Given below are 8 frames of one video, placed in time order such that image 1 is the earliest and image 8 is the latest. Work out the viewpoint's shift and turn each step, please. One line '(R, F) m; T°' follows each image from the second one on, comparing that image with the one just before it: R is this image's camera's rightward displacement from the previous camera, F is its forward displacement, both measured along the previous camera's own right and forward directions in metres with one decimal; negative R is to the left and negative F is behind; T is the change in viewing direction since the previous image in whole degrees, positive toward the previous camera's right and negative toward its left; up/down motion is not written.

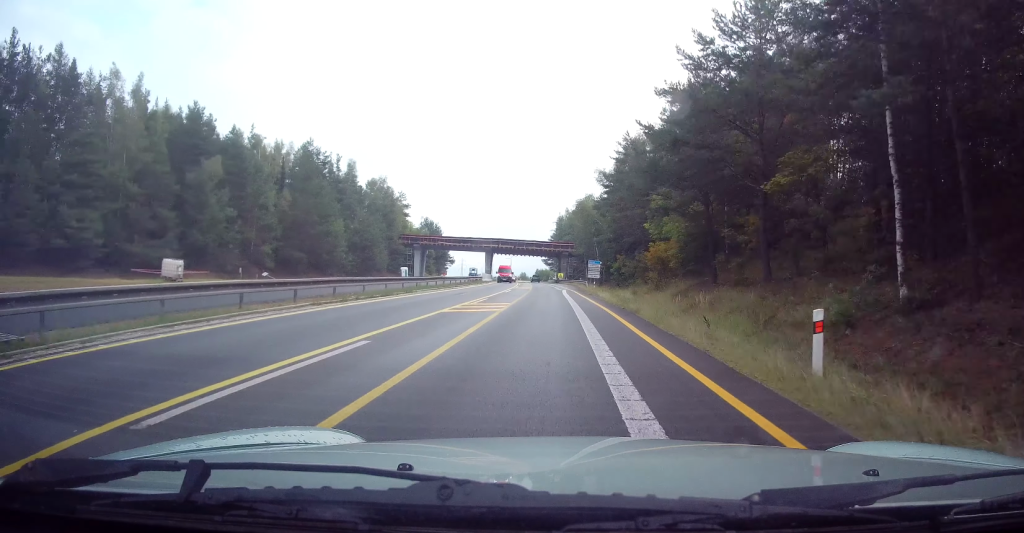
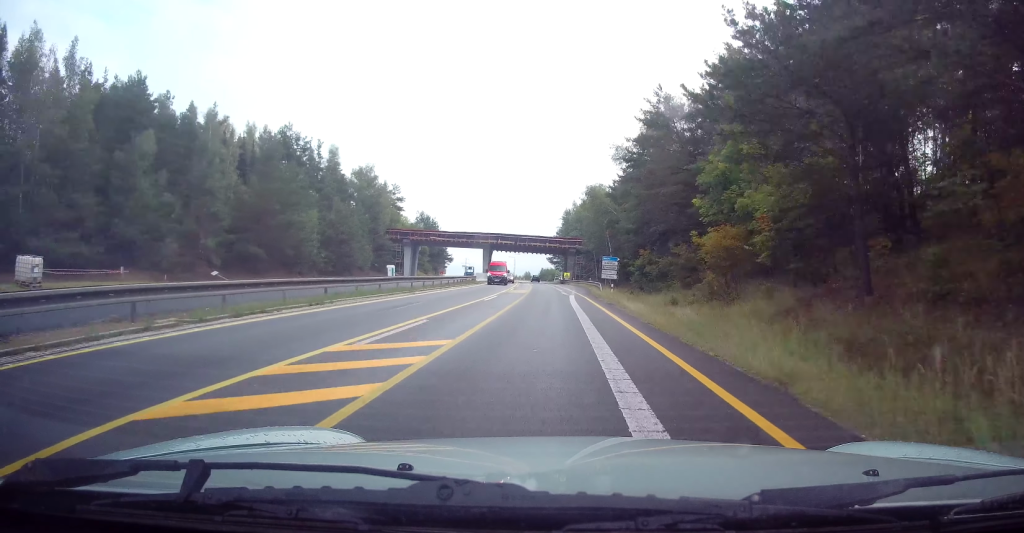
(-0.1, +13.2) m; 0°
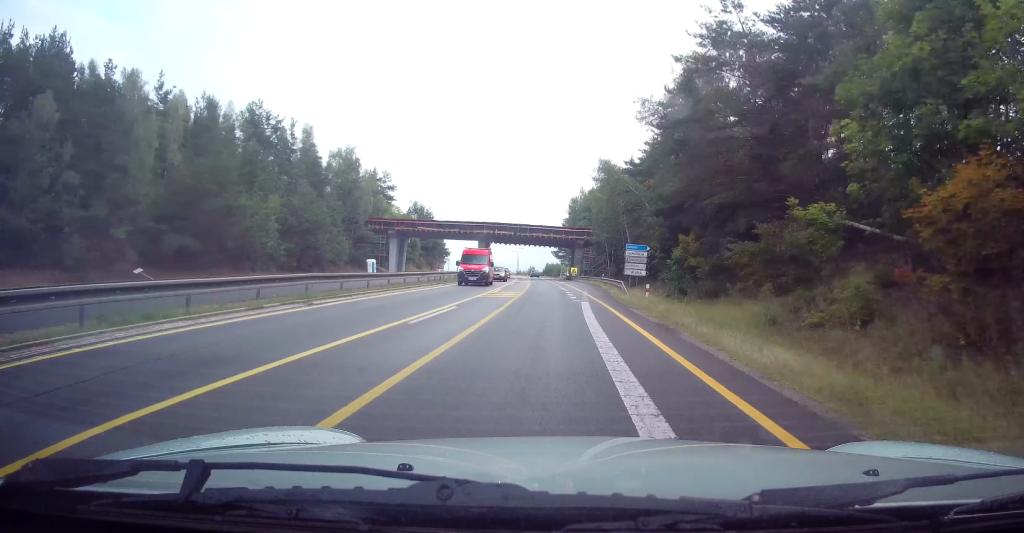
(-0.1, +14.0) m; -1°
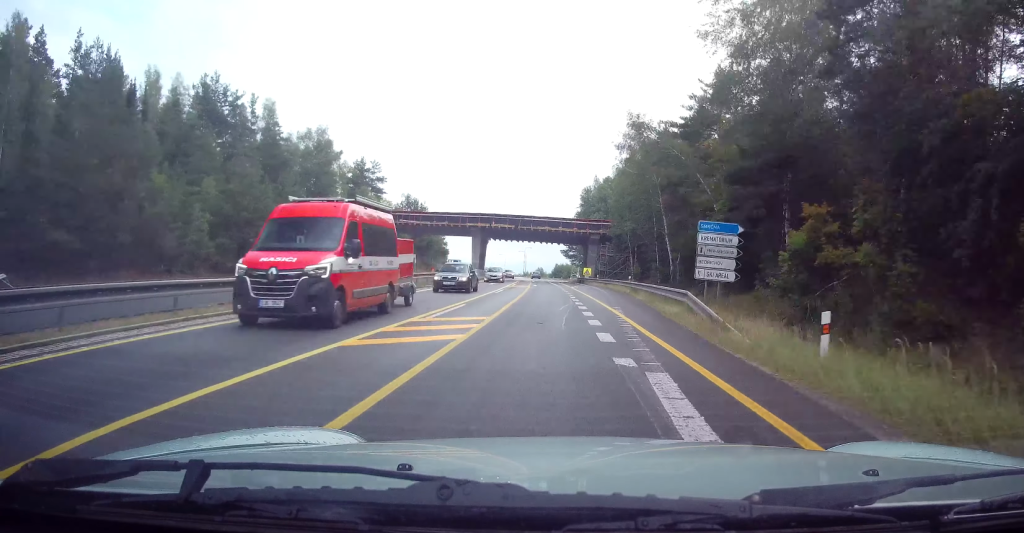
(0.0, +16.6) m; -1°
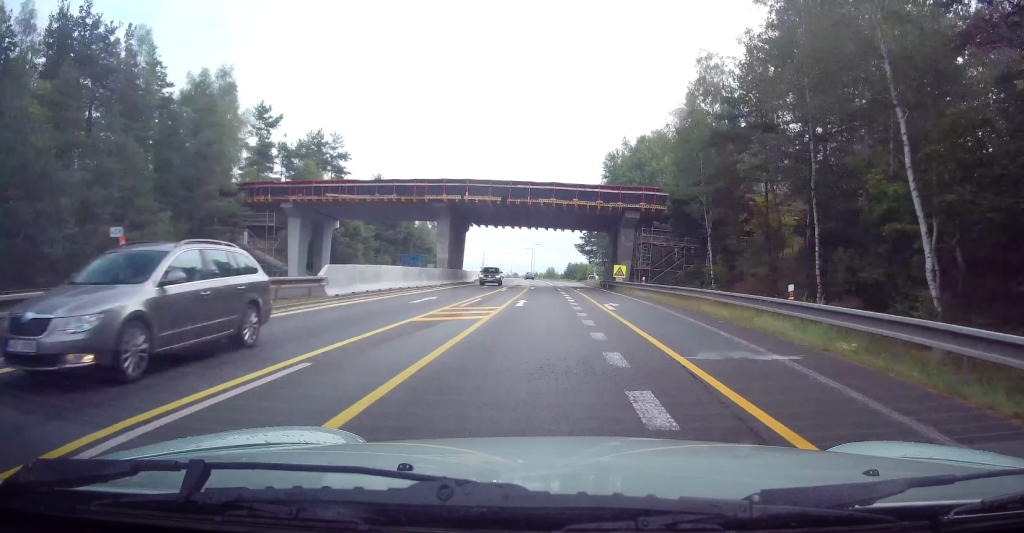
(-0.4, +30.3) m; -2°
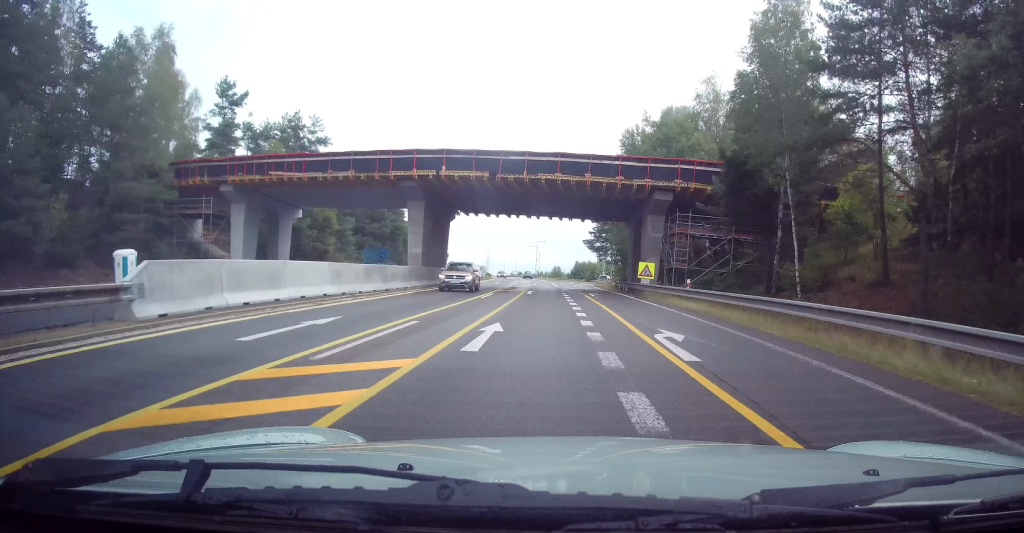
(-0.4, +11.9) m; -1°
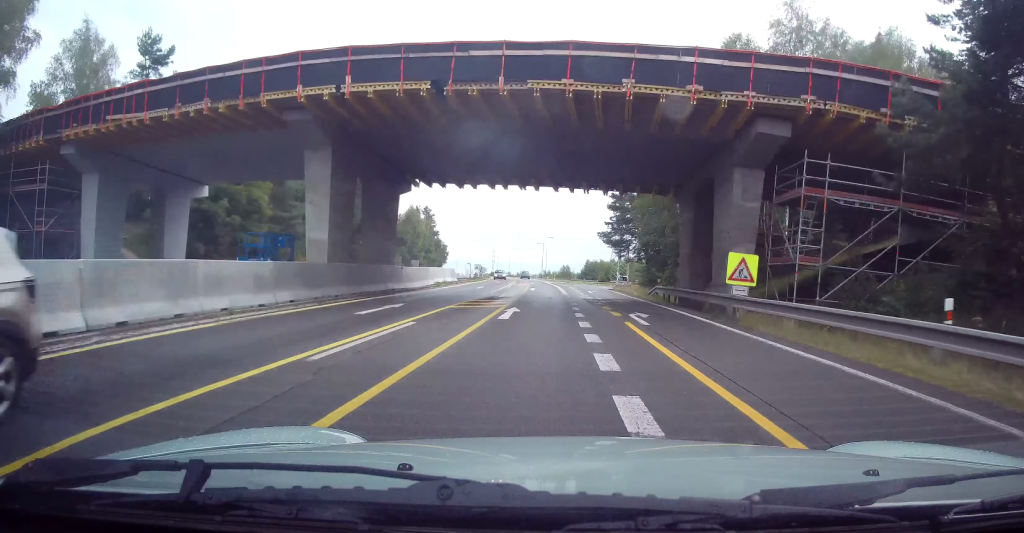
(+0.3, +18.5) m; -1°
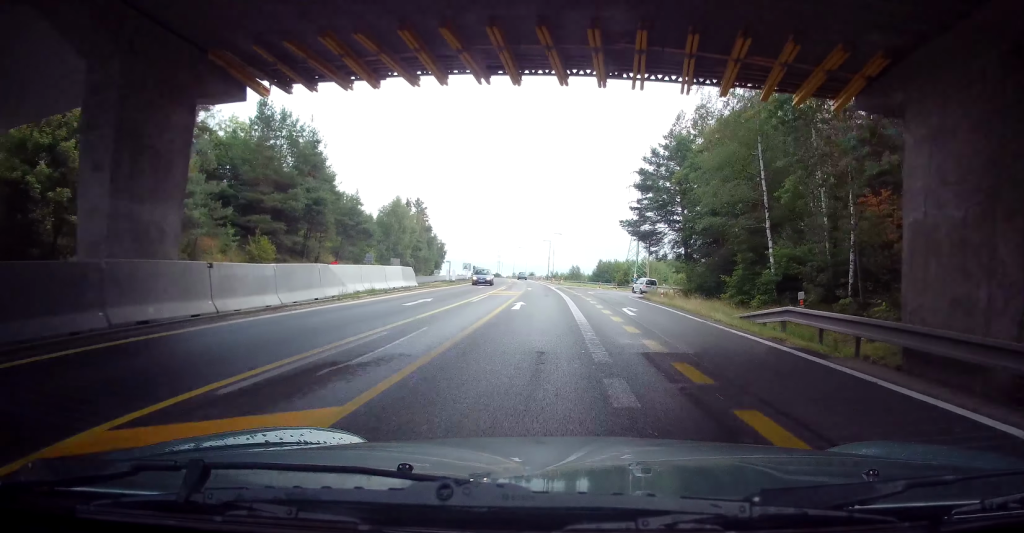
(-0.8, +19.7) m; -2°
